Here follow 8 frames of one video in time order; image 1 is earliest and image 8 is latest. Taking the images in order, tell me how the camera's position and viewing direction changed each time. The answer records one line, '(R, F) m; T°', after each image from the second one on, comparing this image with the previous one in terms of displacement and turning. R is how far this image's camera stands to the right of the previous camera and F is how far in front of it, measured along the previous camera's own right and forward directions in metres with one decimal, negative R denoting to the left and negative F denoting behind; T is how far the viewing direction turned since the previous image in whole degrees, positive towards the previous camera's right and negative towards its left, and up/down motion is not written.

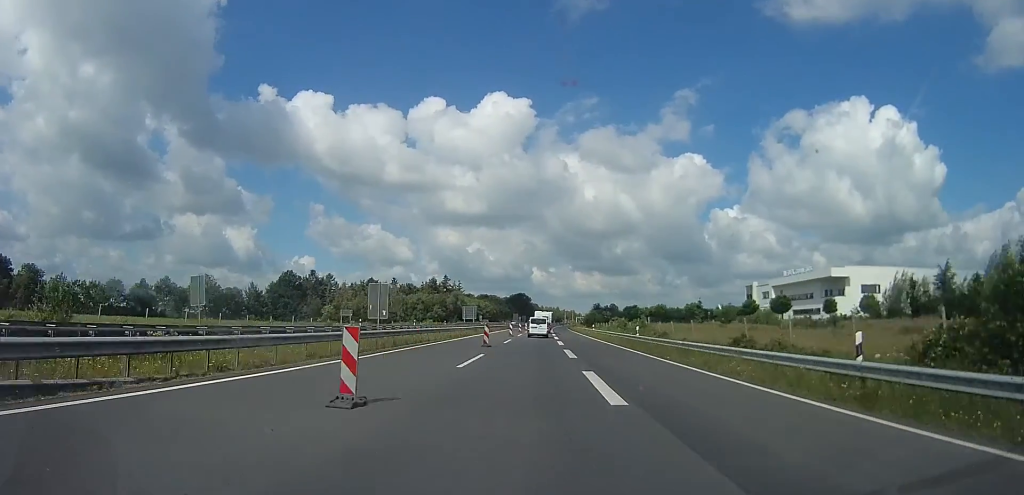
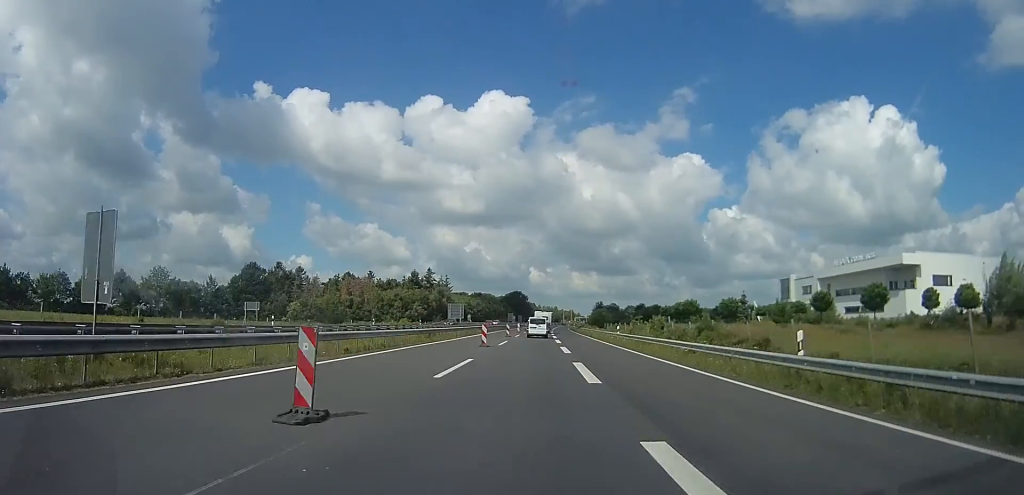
(+0.5, +20.9) m; +2°
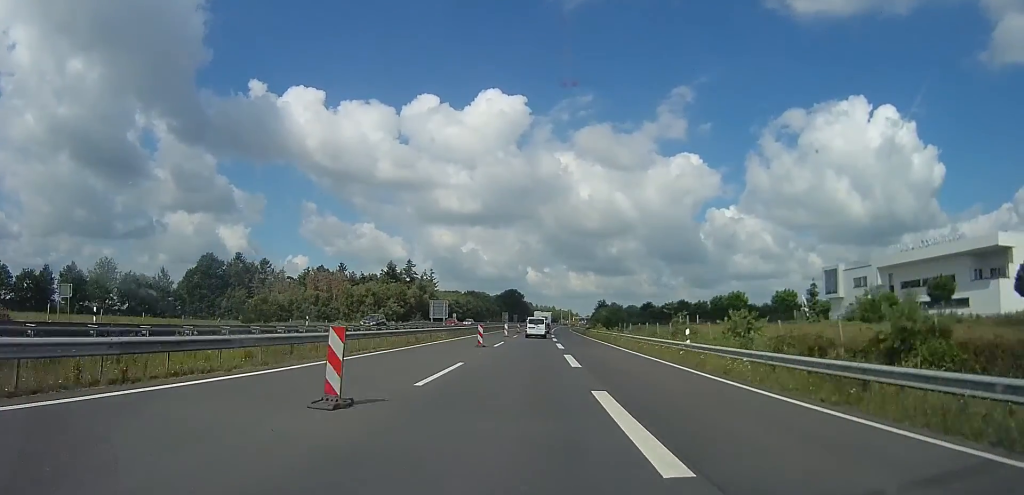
(+0.1, +19.4) m; -2°
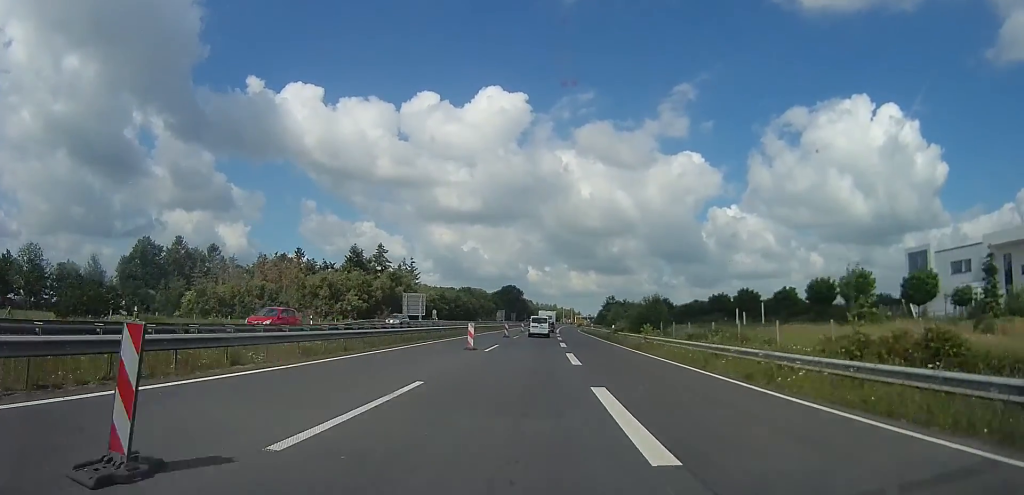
(-1.1, +23.5) m; -1°
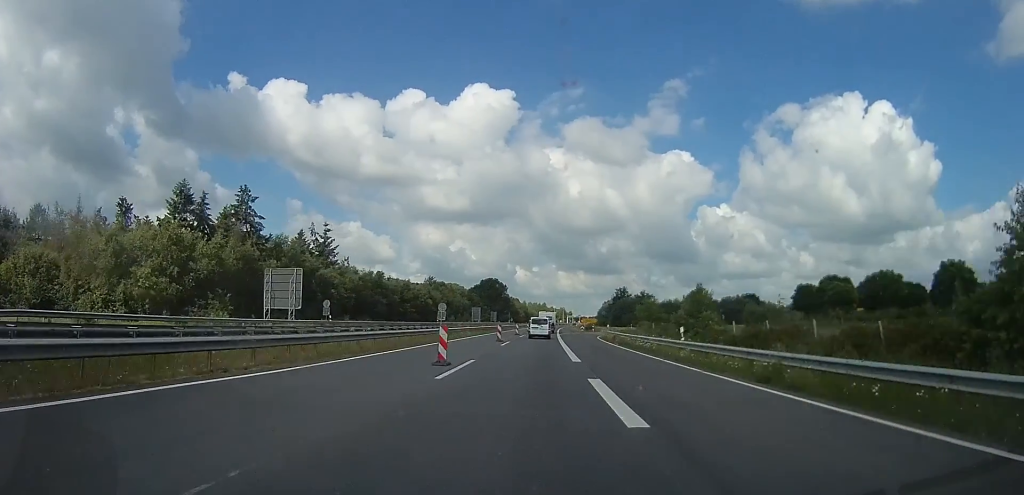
(+2.4, +46.3) m; +4°
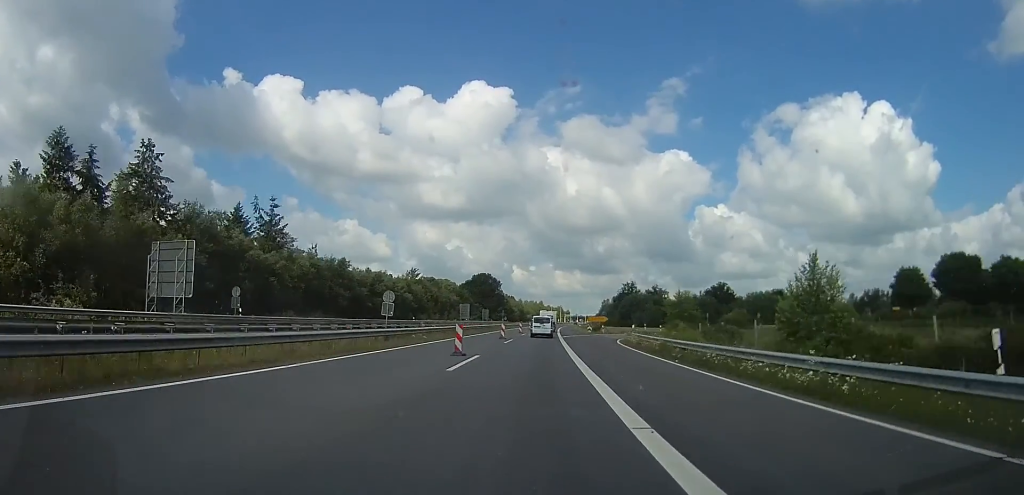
(+0.1, +16.4) m; 0°
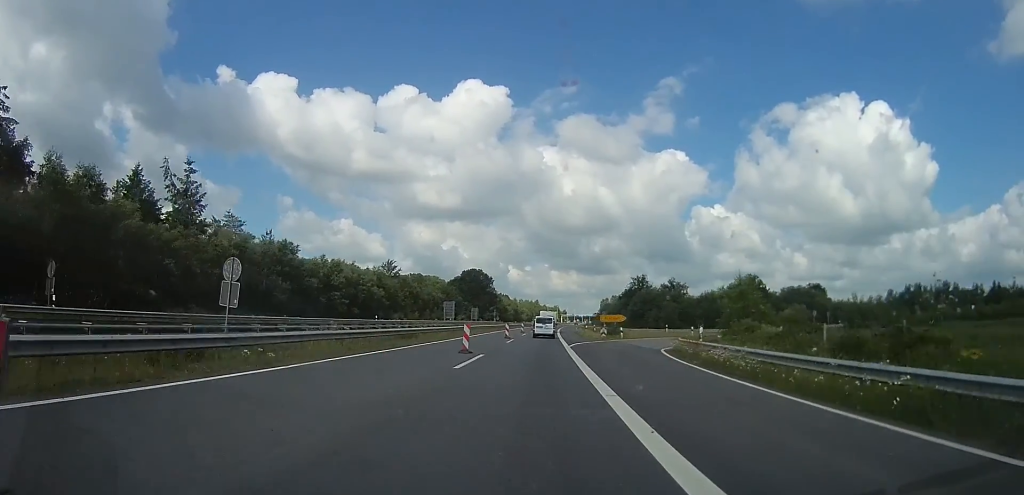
(0.0, +17.1) m; 0°
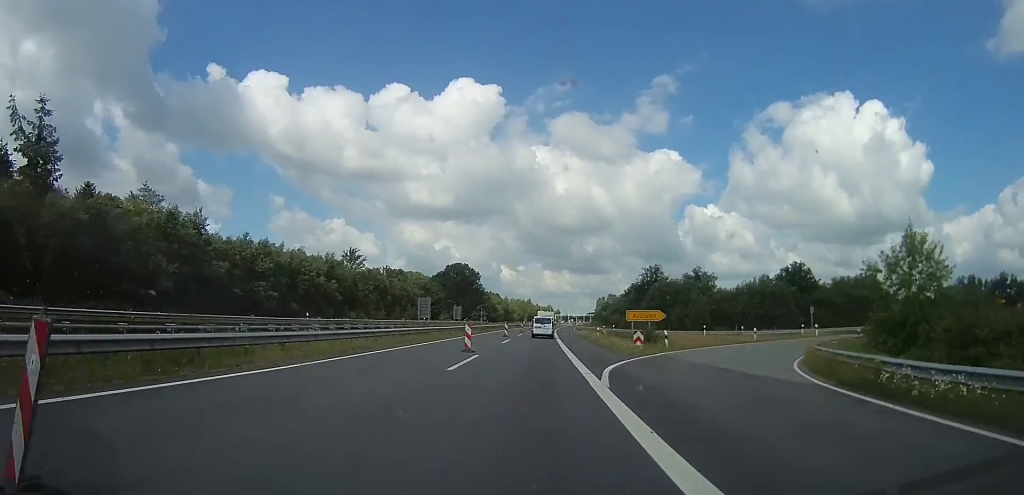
(0.0, +18.4) m; 0°
